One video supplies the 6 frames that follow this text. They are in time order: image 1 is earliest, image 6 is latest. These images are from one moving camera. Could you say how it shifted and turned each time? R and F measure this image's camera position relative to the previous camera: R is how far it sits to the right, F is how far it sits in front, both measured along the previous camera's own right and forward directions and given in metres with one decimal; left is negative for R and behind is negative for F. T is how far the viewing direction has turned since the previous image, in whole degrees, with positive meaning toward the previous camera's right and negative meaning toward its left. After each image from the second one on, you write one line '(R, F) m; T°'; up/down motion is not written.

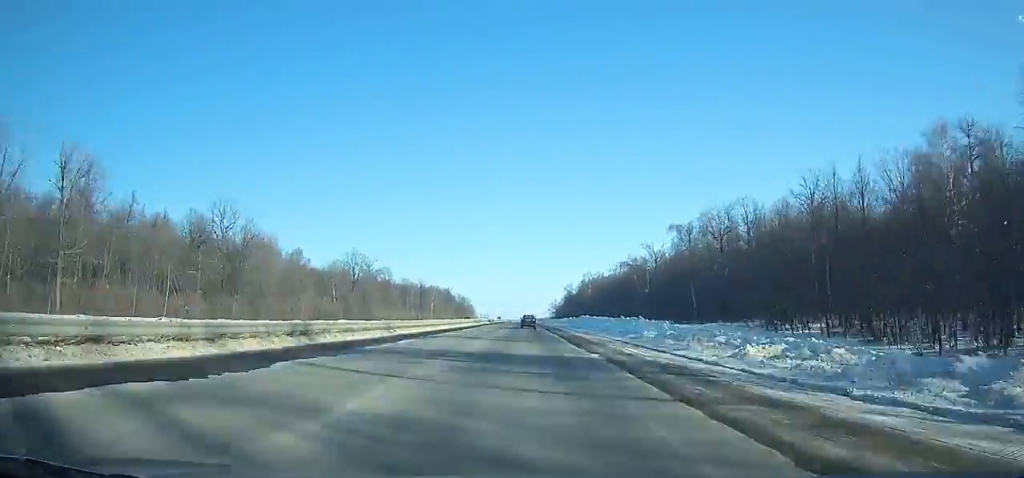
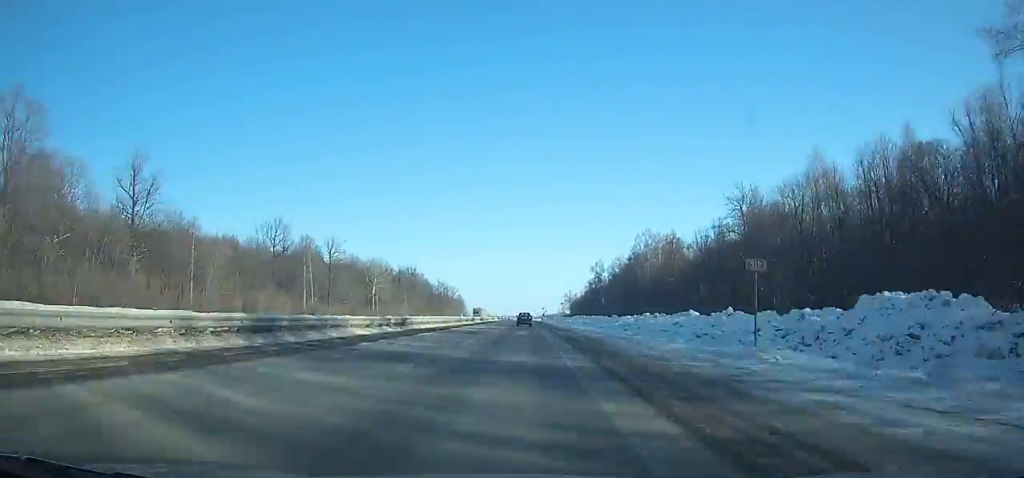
(-0.7, +119.1) m; 0°
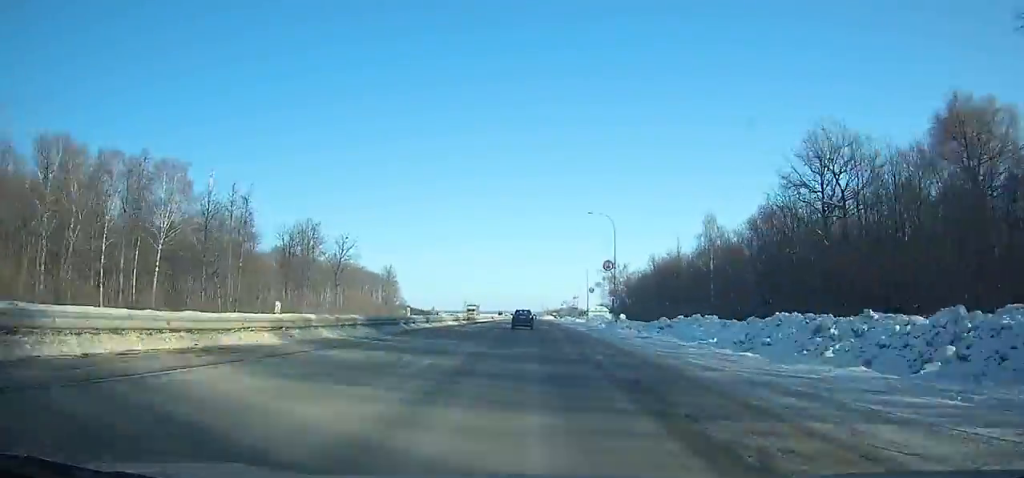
(+0.9, +221.5) m; 0°
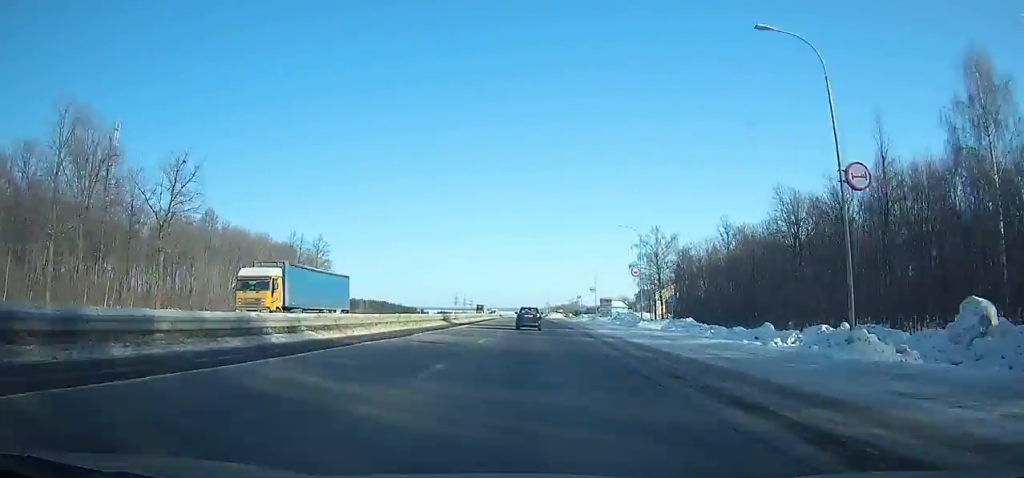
(-0.2, +71.0) m; 0°
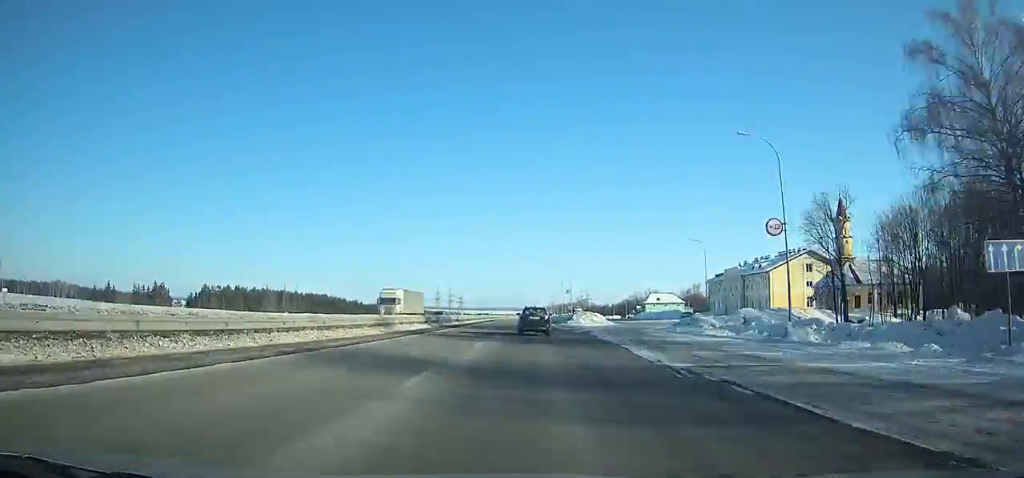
(+0.5, +102.9) m; 0°
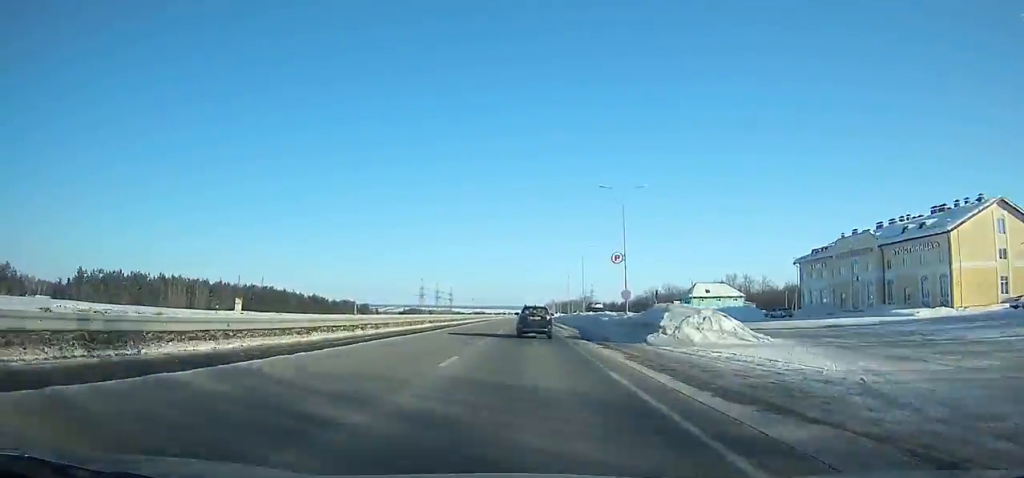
(-0.2, +51.9) m; 0°
